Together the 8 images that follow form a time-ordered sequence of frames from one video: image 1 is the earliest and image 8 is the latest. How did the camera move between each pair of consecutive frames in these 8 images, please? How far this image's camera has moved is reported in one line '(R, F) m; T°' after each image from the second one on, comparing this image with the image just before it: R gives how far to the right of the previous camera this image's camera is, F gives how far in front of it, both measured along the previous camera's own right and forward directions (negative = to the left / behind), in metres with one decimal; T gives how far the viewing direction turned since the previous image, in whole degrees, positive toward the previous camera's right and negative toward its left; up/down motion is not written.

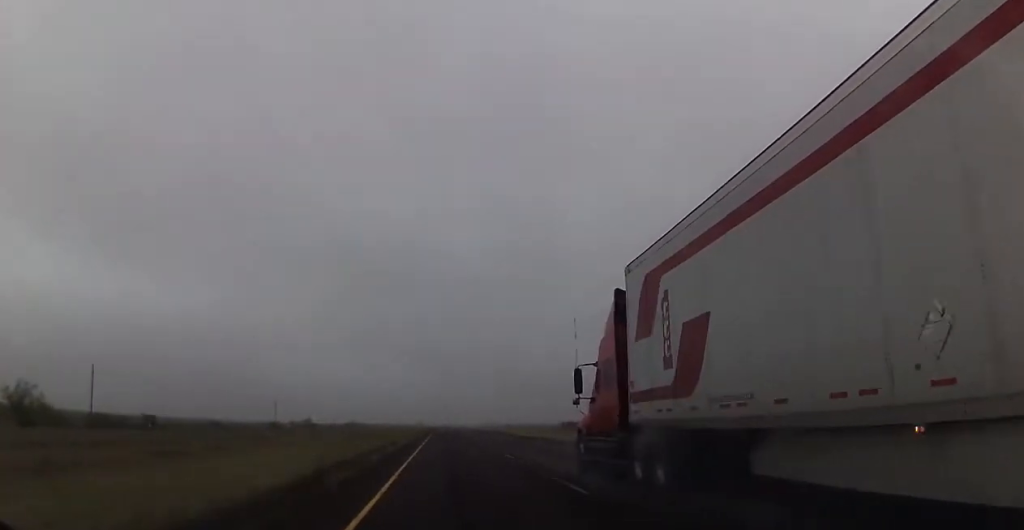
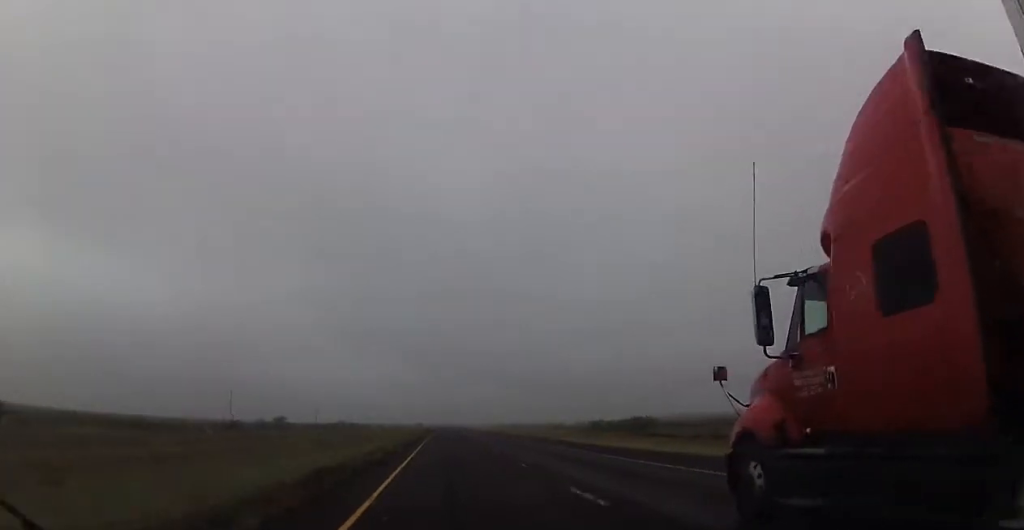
(+0.4, +49.6) m; 0°
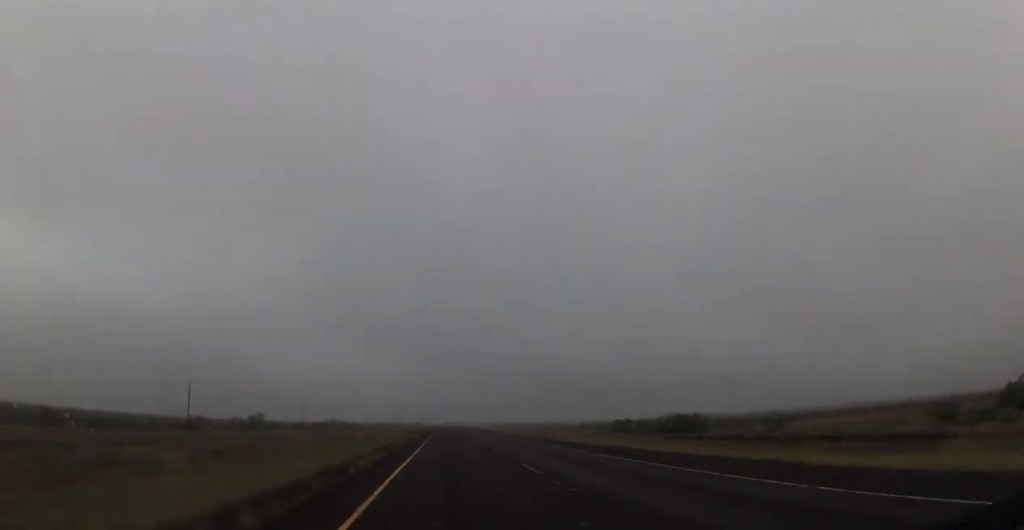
(-0.1, +30.0) m; 0°
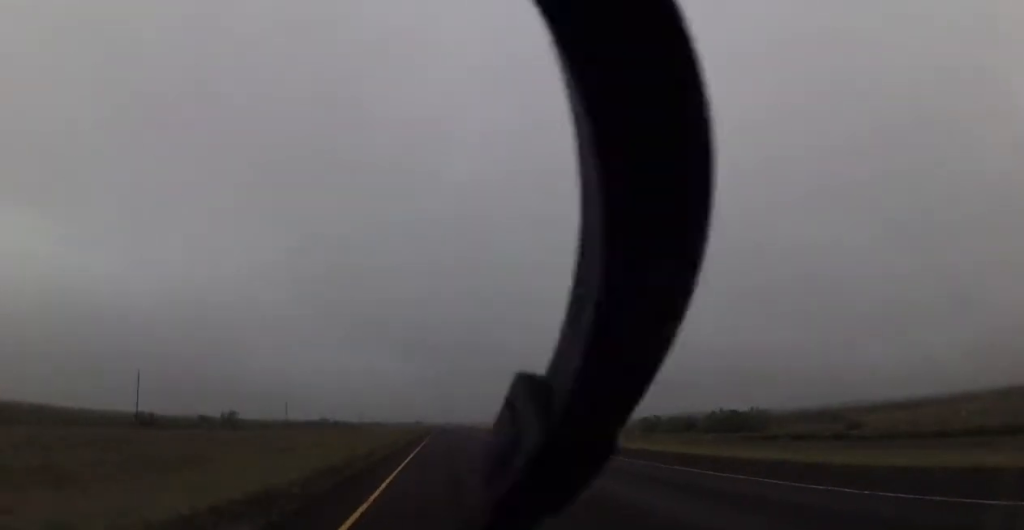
(-0.2, +25.3) m; 0°
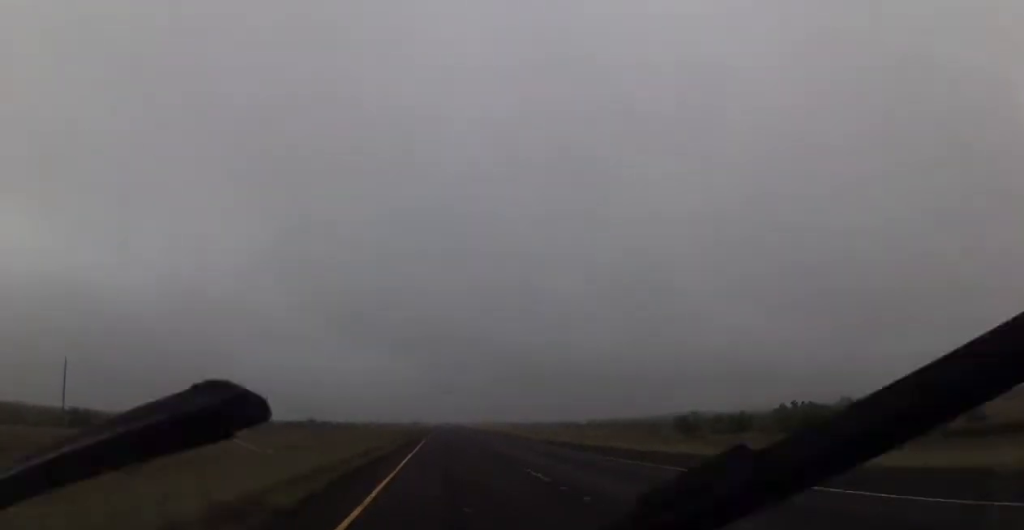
(+0.2, +25.4) m; 0°
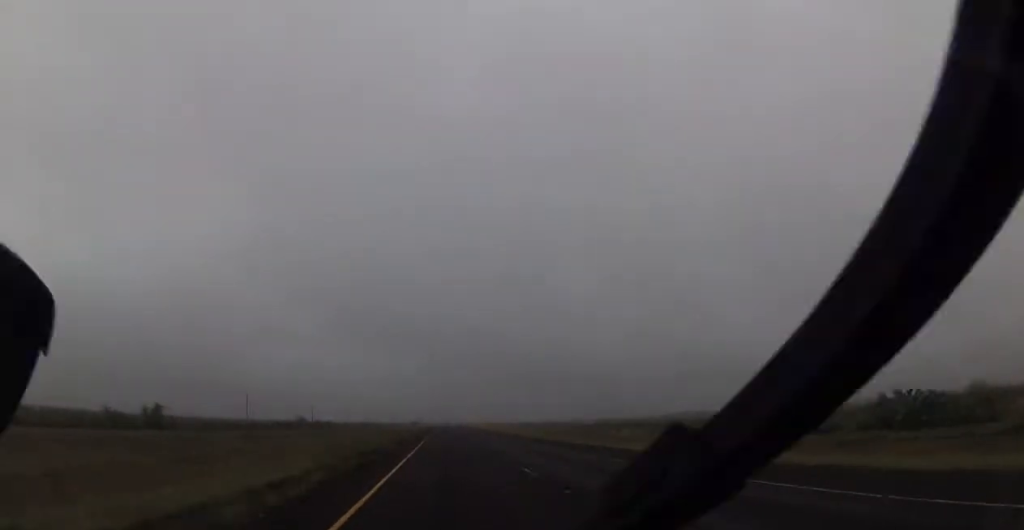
(-0.2, +23.2) m; 0°
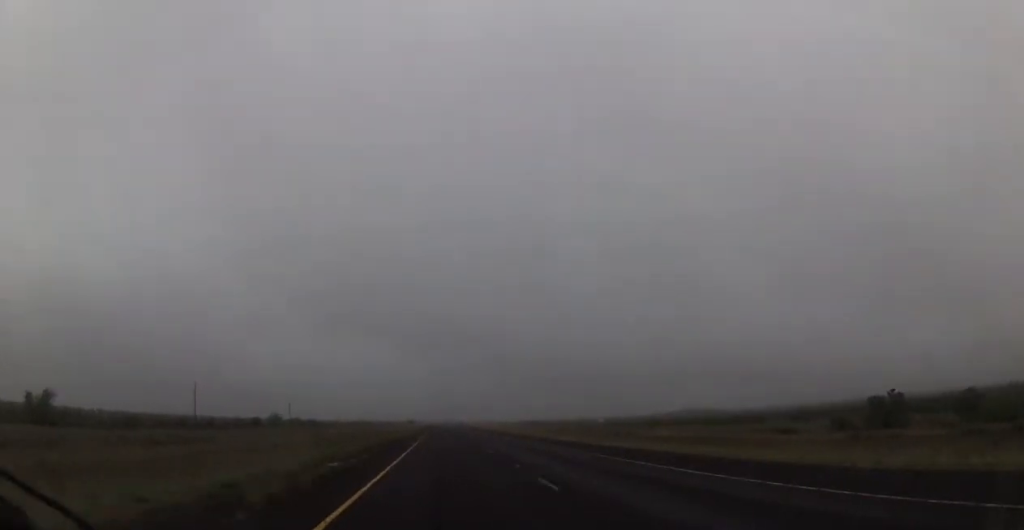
(+0.4, +40.8) m; 0°
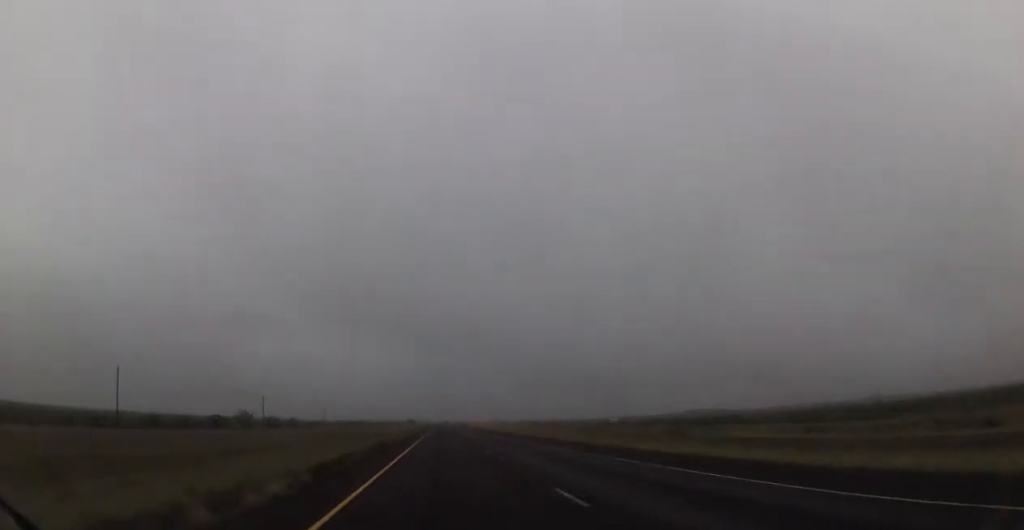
(-0.4, +39.7) m; -1°
